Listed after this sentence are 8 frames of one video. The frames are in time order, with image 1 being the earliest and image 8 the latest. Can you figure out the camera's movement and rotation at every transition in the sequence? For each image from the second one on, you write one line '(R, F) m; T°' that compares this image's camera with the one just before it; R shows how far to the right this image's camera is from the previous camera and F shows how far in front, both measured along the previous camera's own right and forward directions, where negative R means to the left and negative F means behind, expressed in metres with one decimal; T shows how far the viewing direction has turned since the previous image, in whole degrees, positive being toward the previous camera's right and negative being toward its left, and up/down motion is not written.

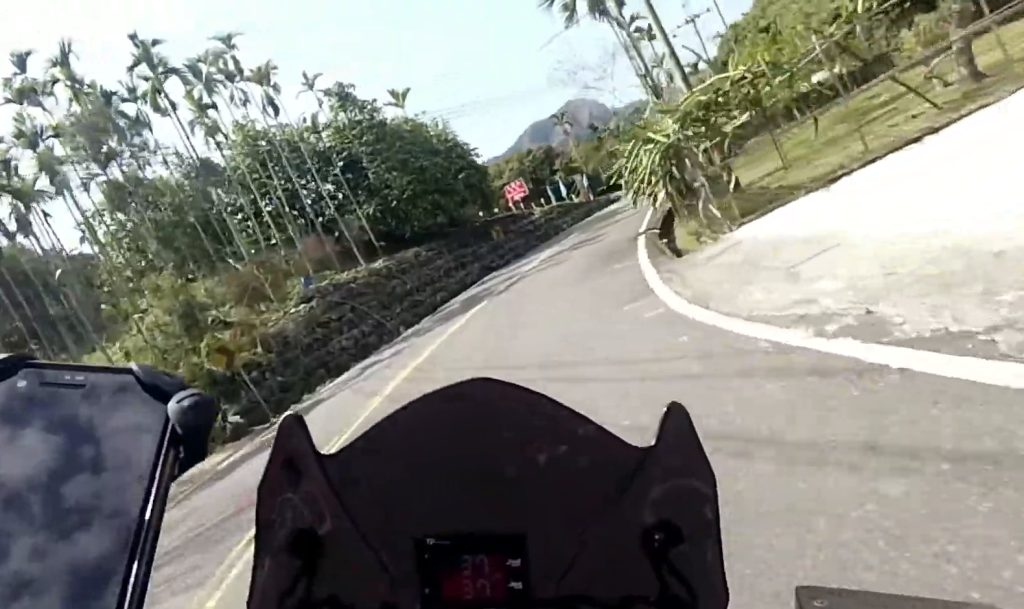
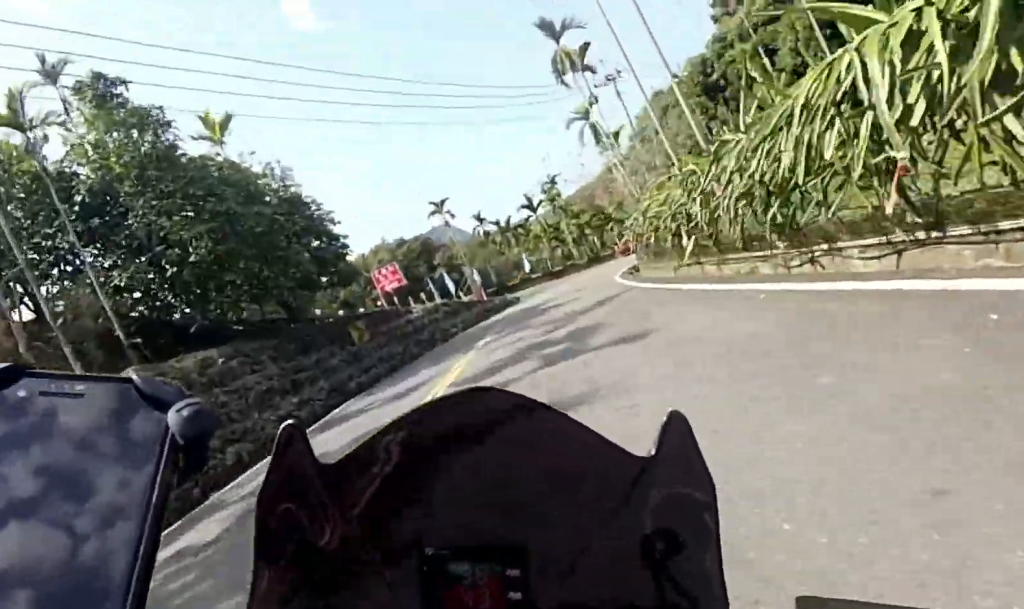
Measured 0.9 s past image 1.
(0.0, +13.5) m; +7°
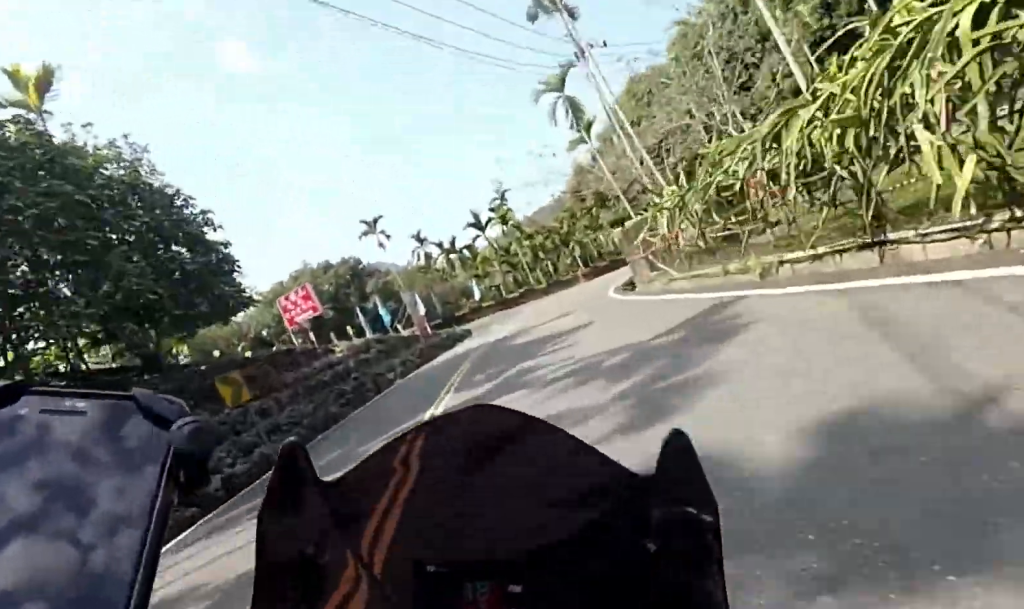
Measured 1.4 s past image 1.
(-0.9, +7.3) m; +7°
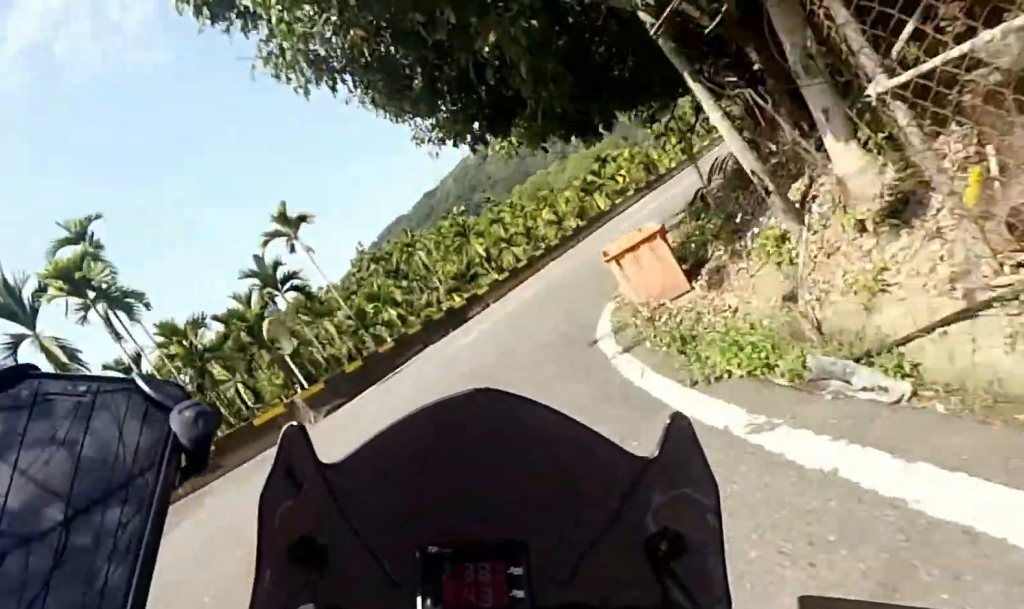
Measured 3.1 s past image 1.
(+10.9, +20.0) m; +45°
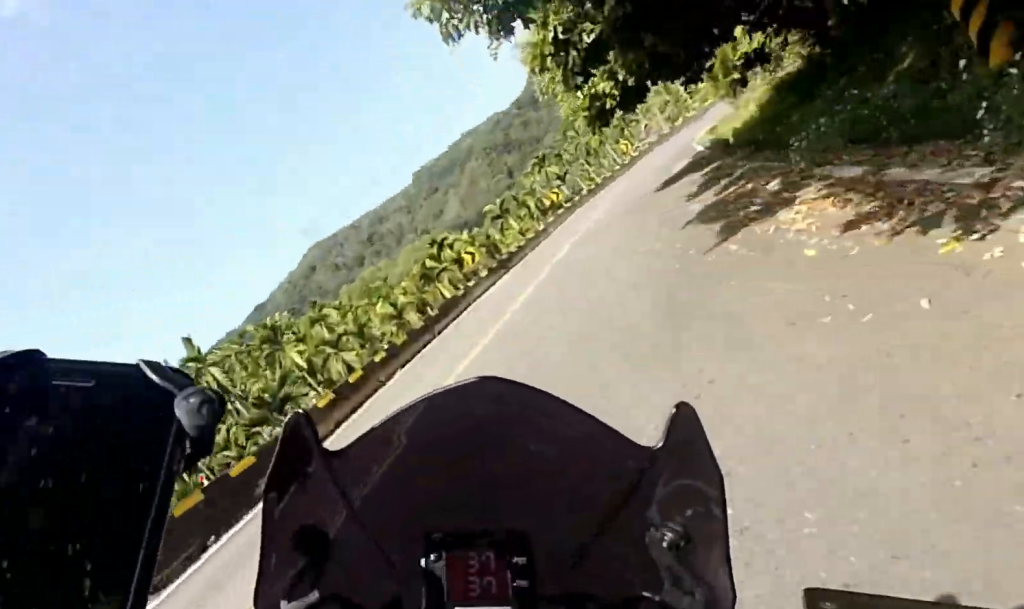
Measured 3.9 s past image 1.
(+1.0, +10.2) m; +8°
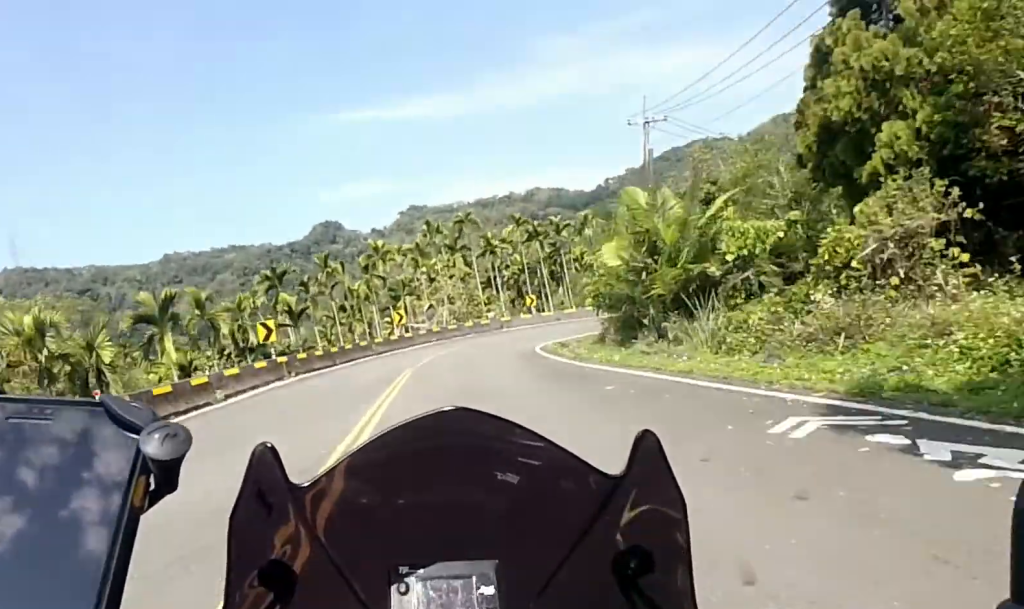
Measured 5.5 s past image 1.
(+2.5, +21.0) m; +29°
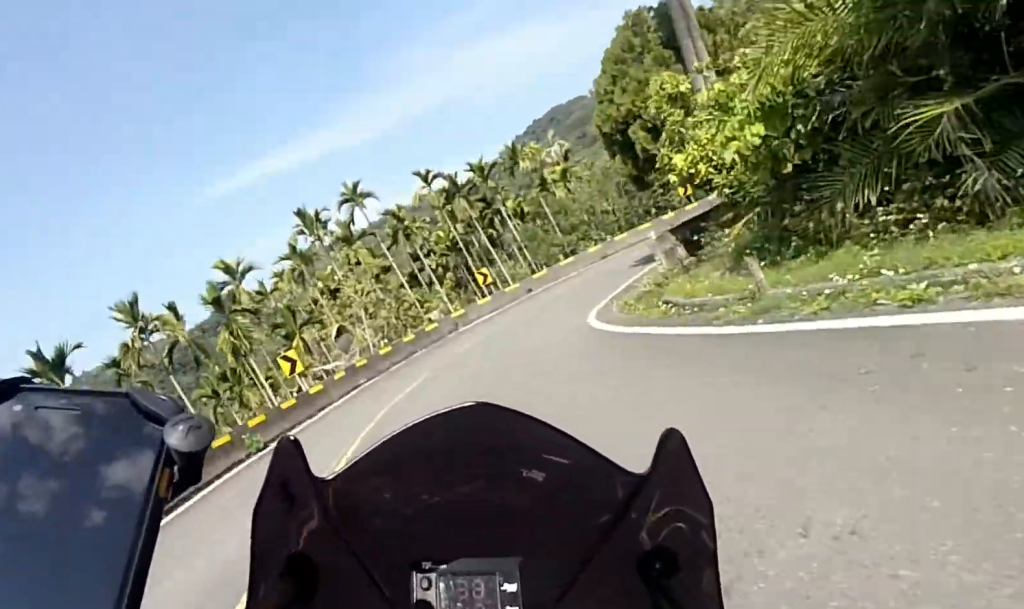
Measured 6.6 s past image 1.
(+5.0, +15.6) m; +23°
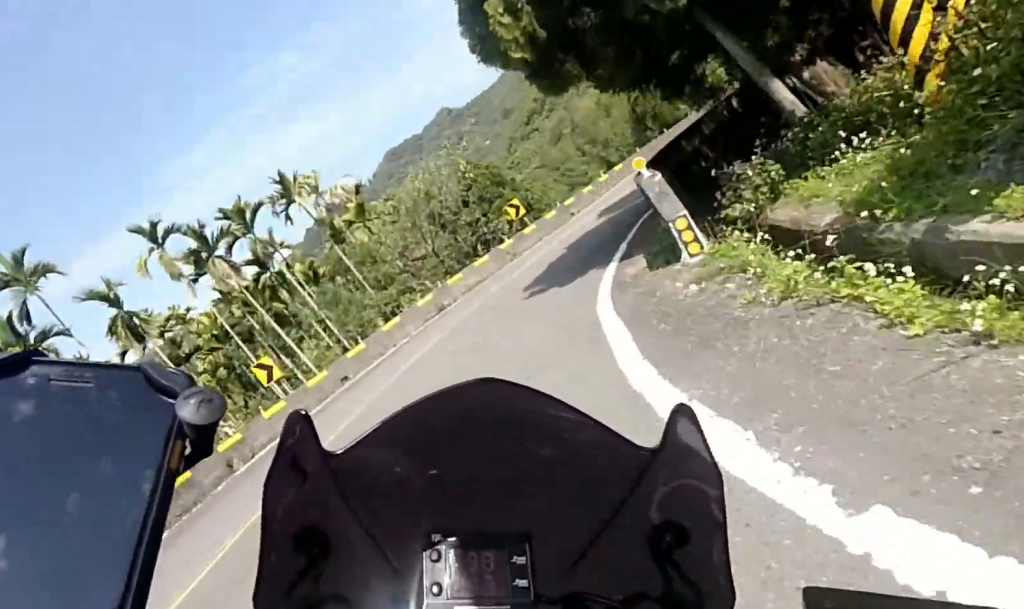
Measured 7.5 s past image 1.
(+1.3, +13.5) m; +7°
